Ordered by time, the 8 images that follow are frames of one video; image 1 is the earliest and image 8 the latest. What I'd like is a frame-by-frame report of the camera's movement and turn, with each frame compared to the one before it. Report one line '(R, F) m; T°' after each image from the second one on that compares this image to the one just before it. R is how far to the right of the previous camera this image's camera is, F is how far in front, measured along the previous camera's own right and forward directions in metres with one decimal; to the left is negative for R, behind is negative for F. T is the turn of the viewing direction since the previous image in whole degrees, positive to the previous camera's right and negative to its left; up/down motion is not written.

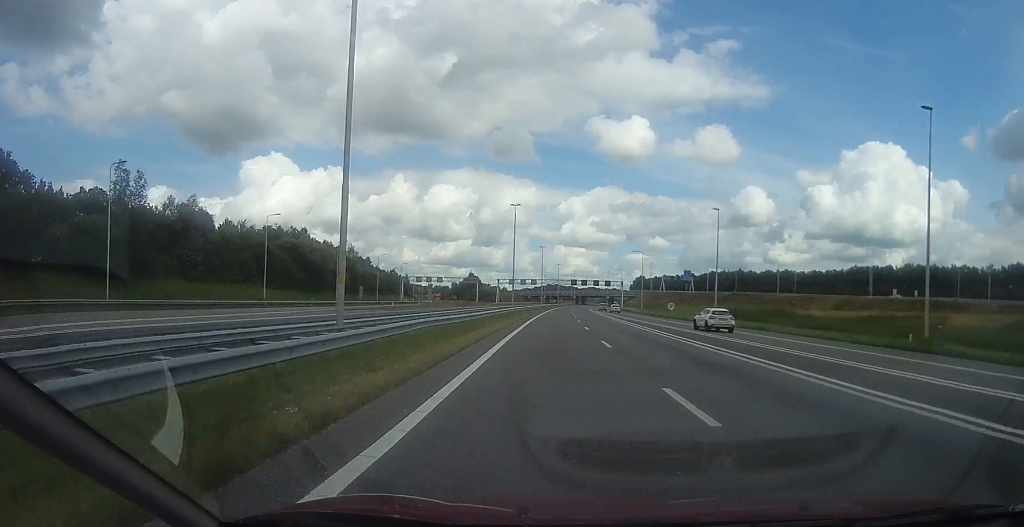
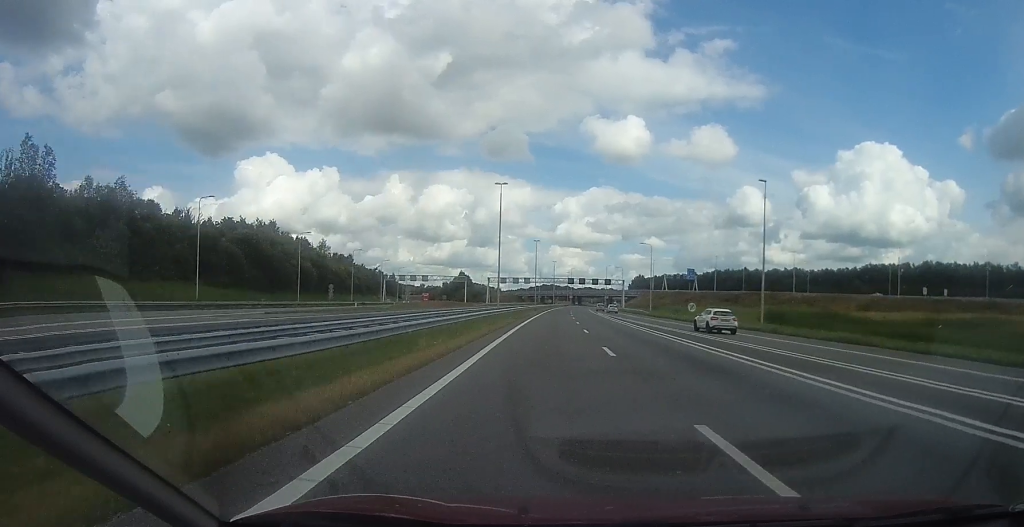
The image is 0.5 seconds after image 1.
(-0.2, +14.8) m; +1°
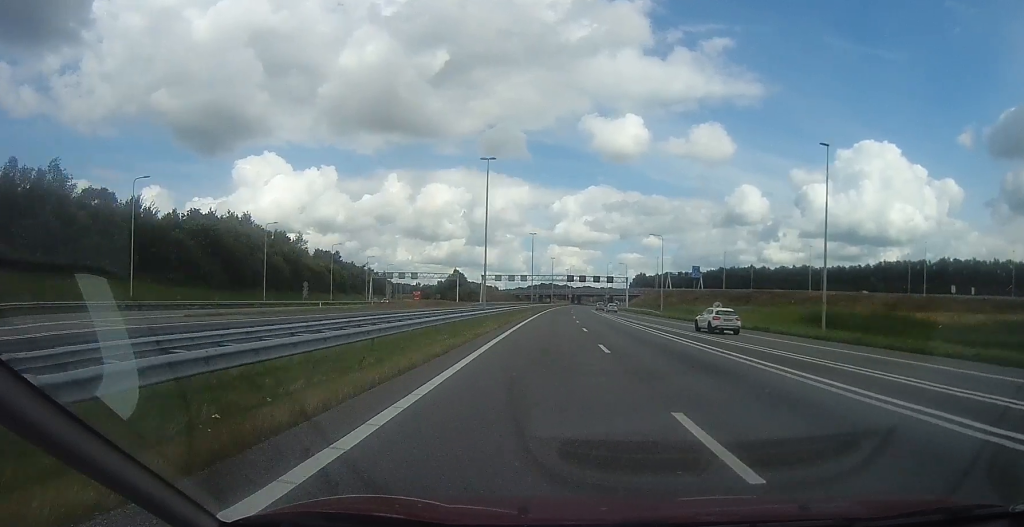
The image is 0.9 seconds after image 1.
(+0.3, +11.1) m; +1°
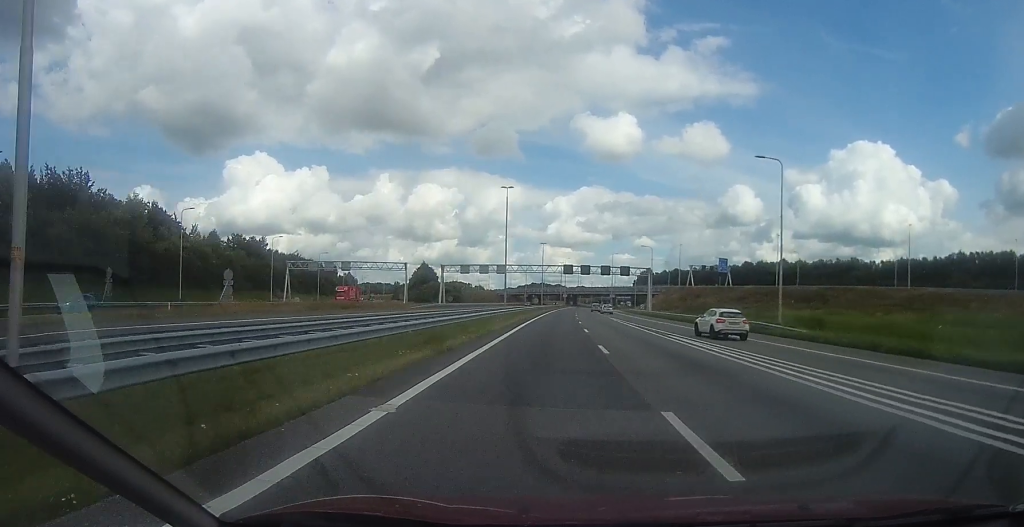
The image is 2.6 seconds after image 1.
(+1.1, +47.3) m; +1°
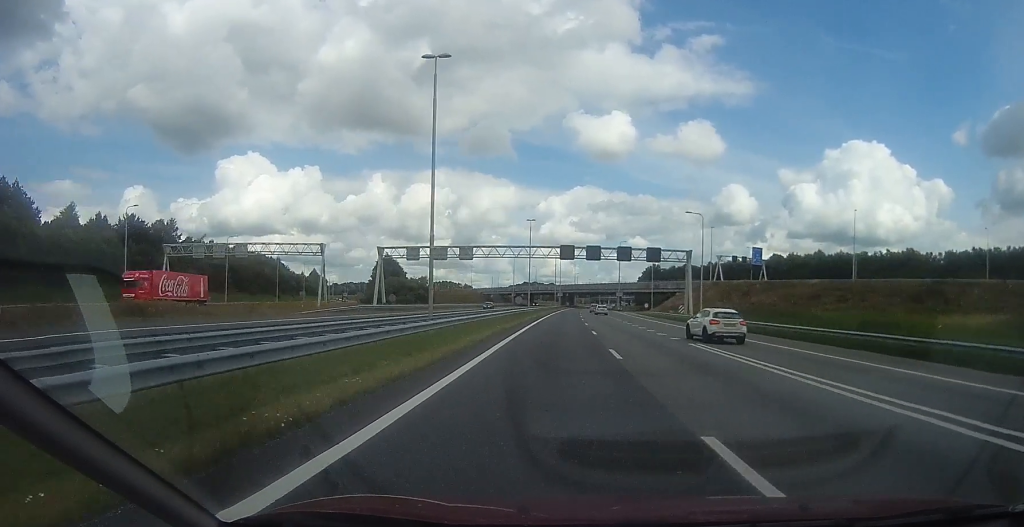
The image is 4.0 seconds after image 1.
(0.0, +37.0) m; 0°
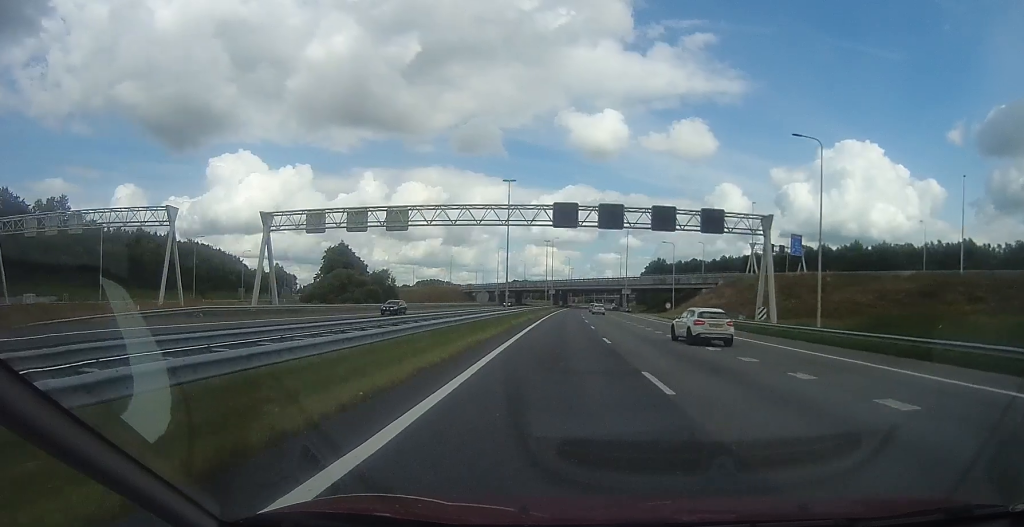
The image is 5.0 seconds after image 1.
(0.0, +29.6) m; +1°
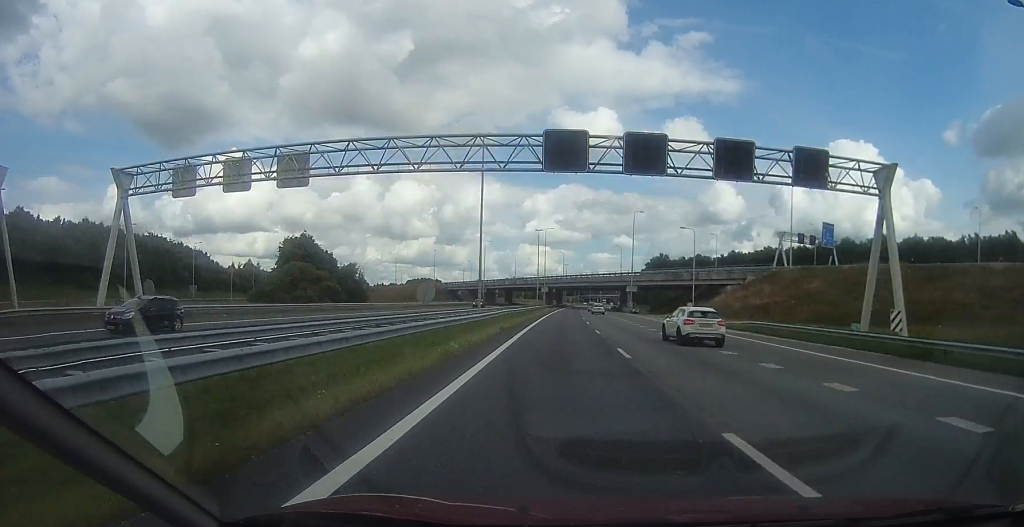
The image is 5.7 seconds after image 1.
(-0.1, +17.5) m; +1°
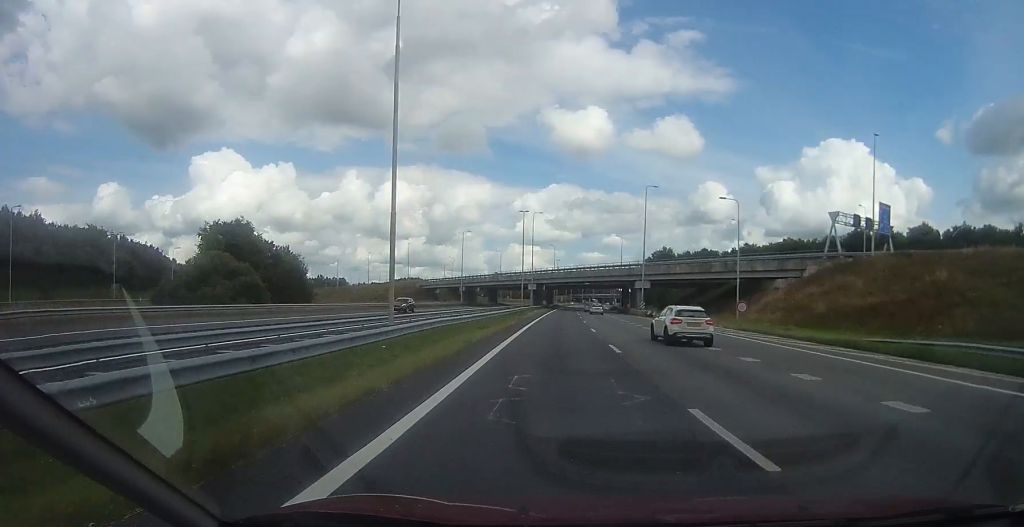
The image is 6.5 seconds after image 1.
(+0.7, +22.0) m; +2°
